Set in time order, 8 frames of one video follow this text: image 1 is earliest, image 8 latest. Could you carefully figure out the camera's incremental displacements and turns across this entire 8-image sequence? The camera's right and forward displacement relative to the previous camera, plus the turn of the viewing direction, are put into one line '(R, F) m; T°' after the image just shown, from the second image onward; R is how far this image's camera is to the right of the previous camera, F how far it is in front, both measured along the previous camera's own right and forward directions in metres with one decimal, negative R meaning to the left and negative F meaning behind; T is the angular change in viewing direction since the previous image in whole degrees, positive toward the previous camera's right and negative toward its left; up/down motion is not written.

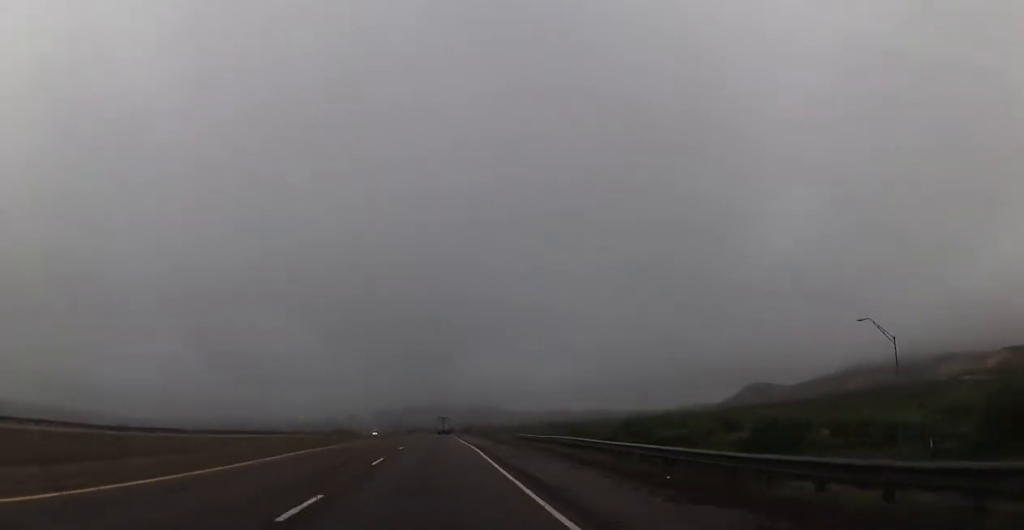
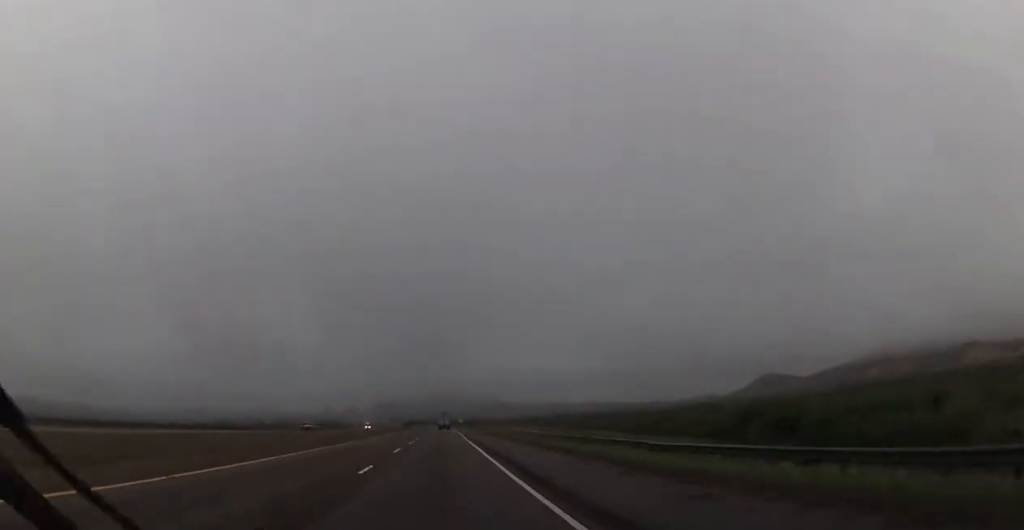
(-0.5, +64.9) m; 0°
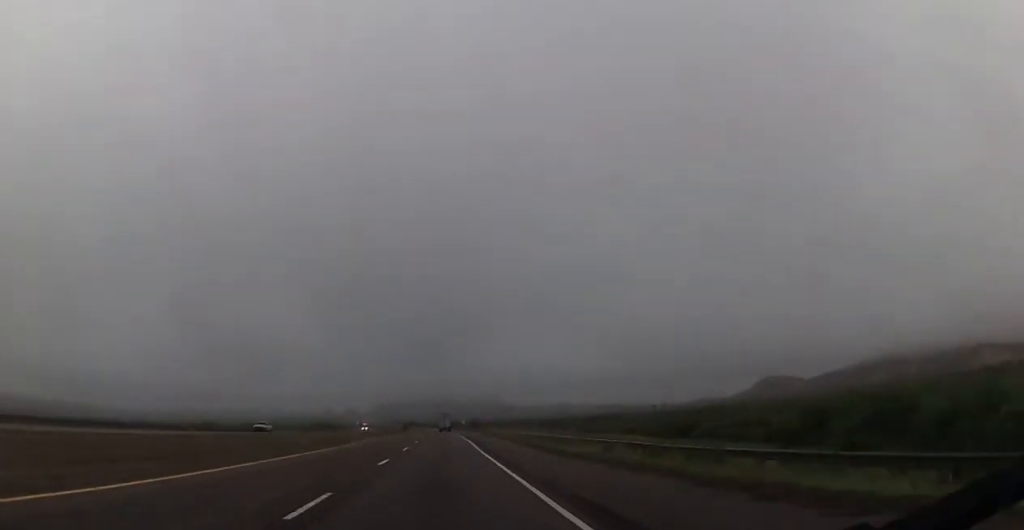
(+0.1, +20.2) m; 0°
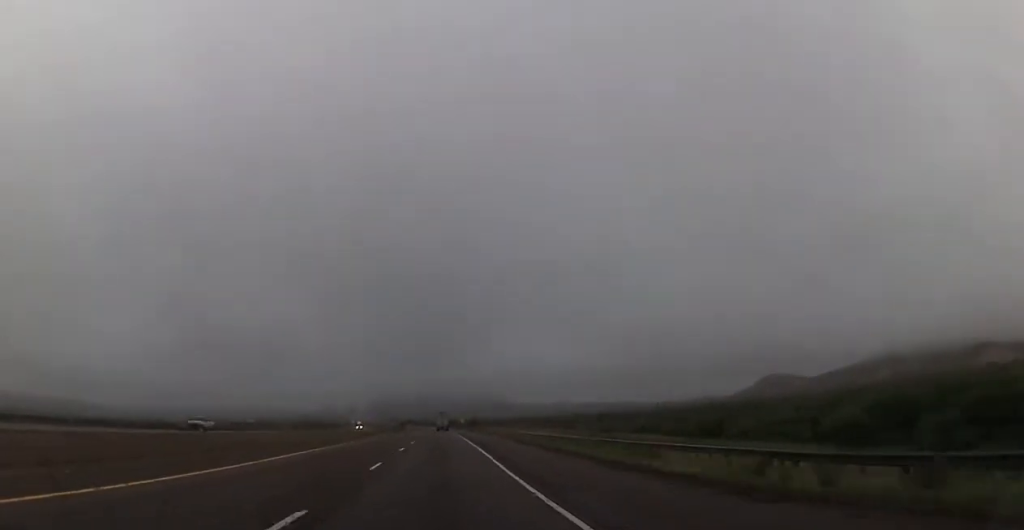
(0.0, +14.5) m; 0°
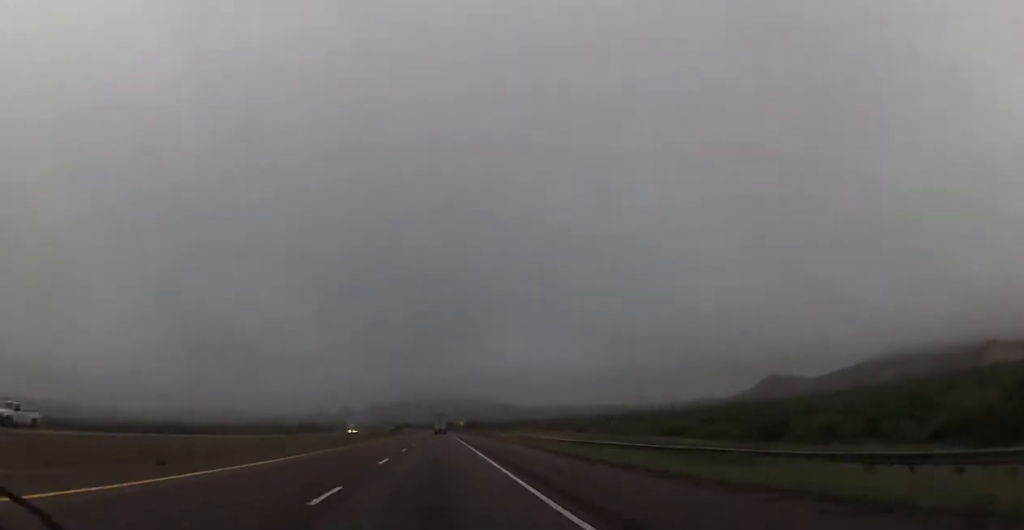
(0.0, +20.1) m; 0°
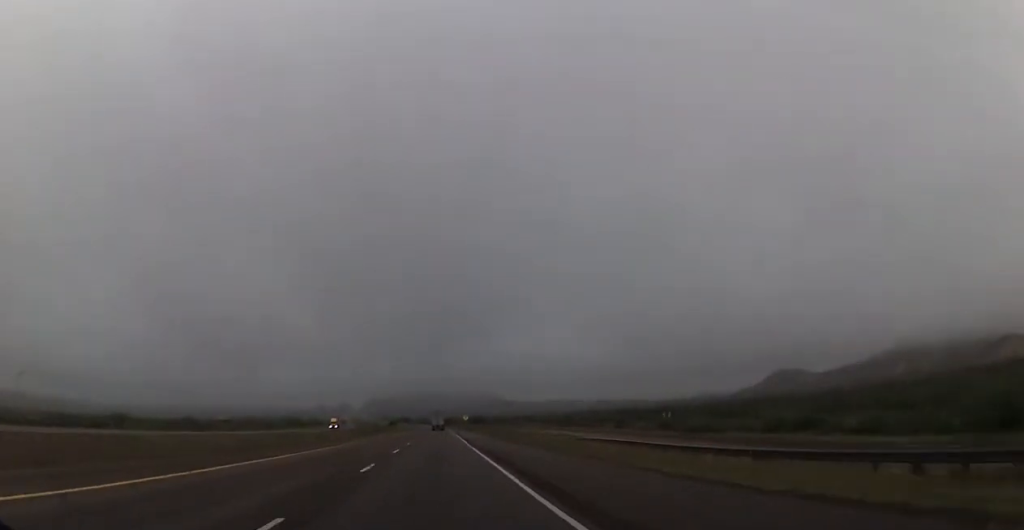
(-0.1, +41.4) m; 0°
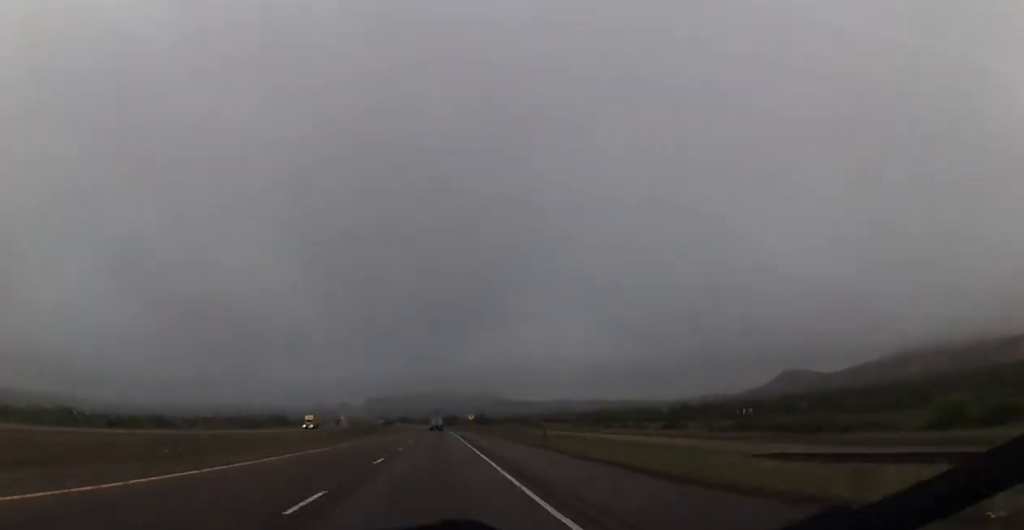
(0.0, +32.4) m; 0°
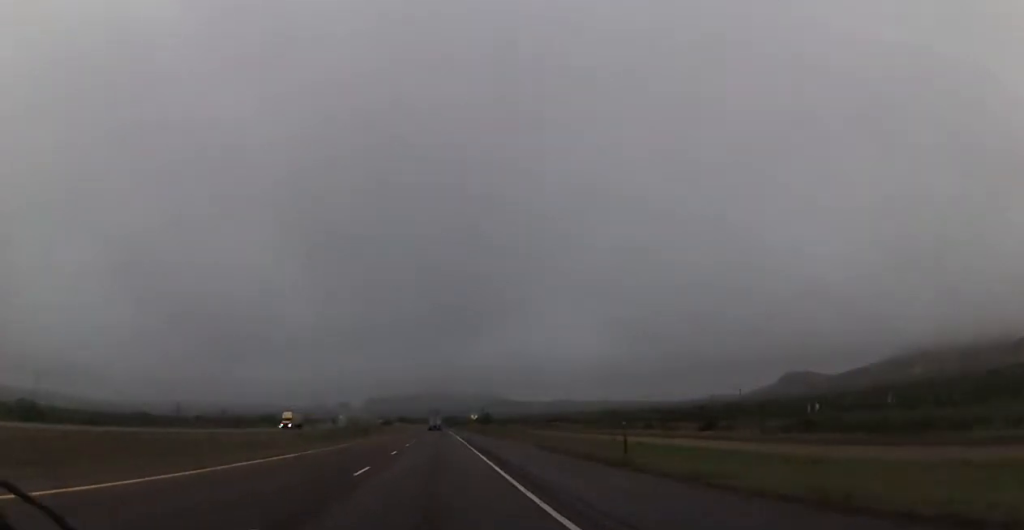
(0.0, +16.8) m; 0°
